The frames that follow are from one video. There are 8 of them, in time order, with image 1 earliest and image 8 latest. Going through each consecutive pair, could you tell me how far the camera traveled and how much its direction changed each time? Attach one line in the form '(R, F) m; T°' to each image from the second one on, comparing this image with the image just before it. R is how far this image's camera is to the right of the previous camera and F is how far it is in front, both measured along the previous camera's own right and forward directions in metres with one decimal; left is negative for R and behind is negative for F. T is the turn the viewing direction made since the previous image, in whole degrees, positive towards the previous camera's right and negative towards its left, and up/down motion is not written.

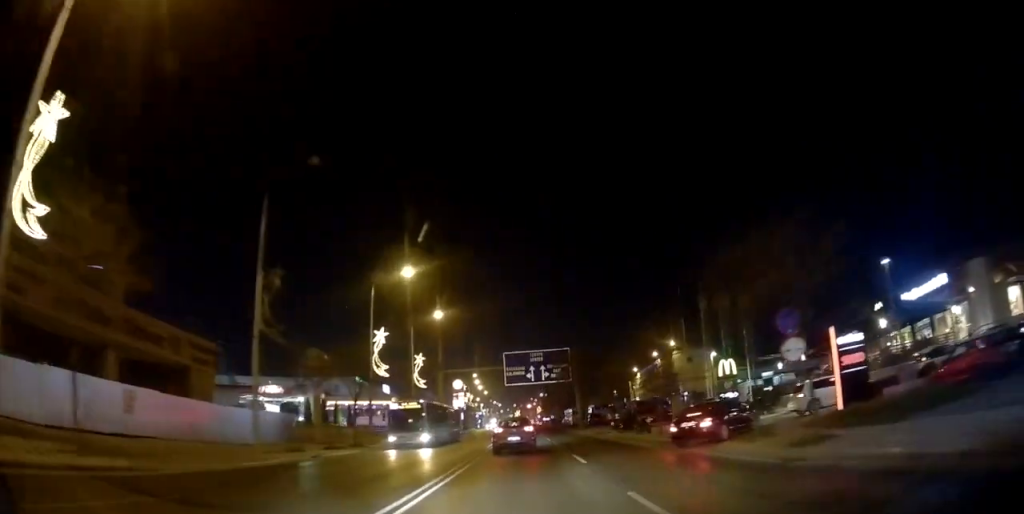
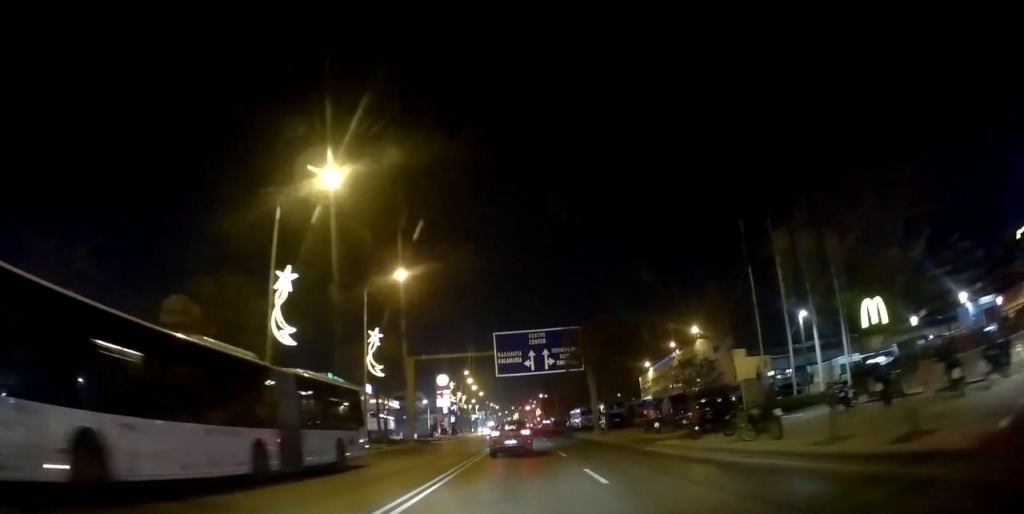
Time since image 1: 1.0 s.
(-0.2, +17.4) m; -1°
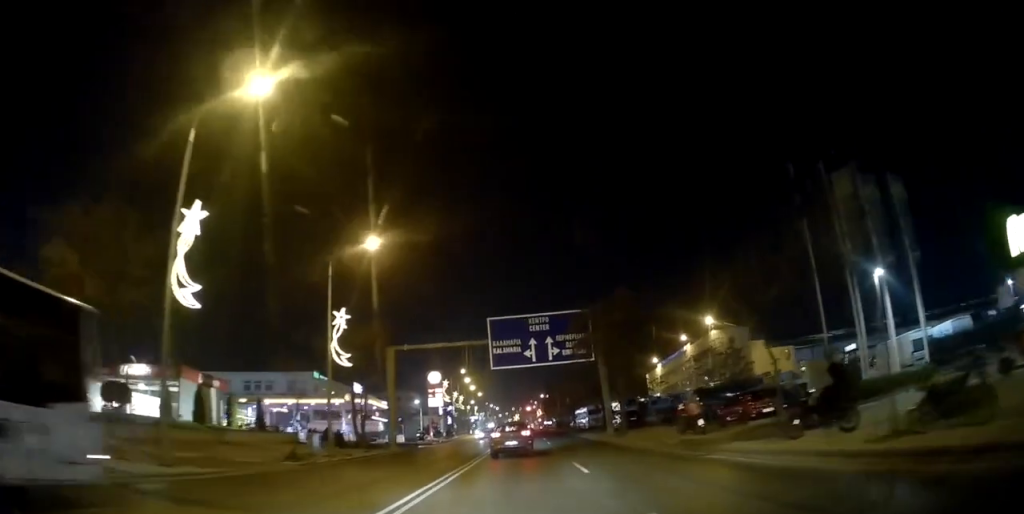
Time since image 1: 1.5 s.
(0.0, +8.0) m; 0°
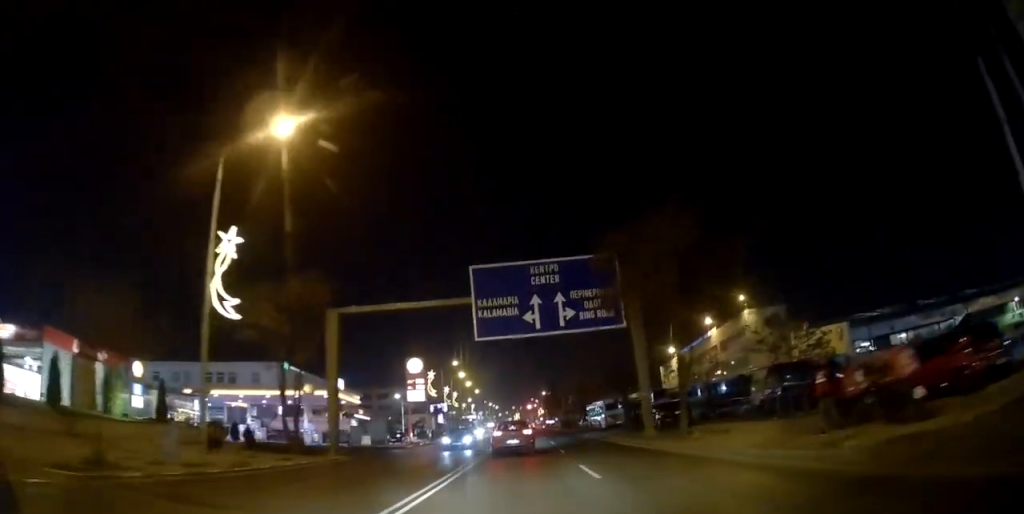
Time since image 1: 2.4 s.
(0.0, +14.0) m; -1°
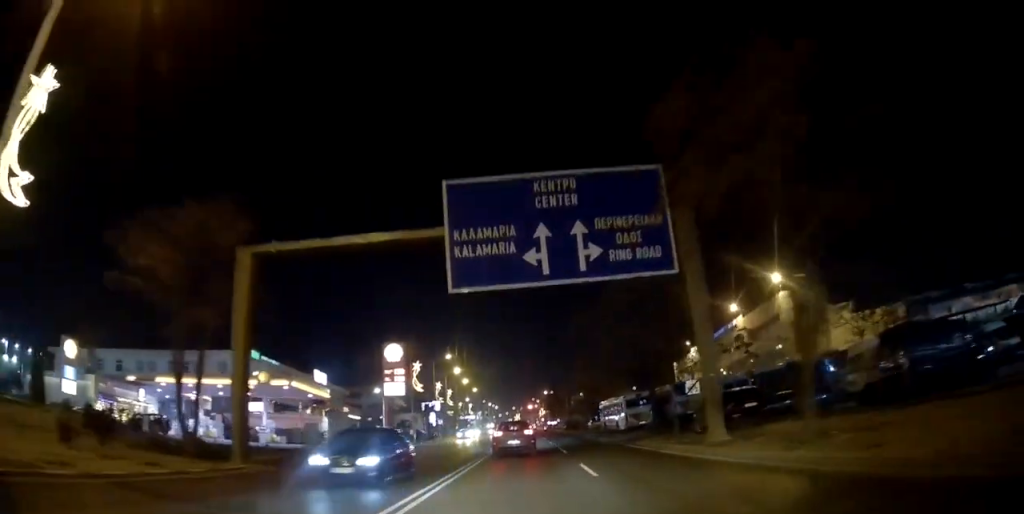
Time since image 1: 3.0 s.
(0.0, +10.5) m; 0°
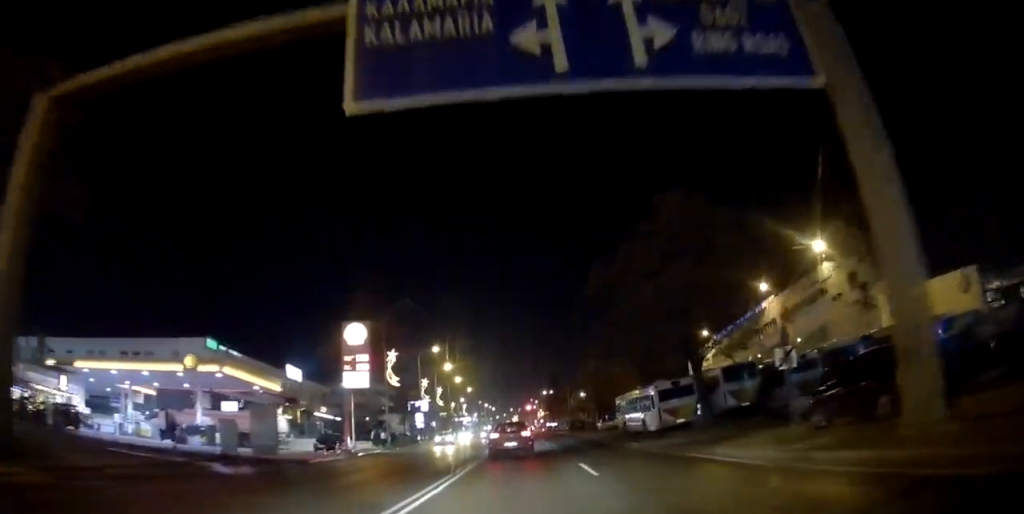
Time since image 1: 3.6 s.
(-0.3, +10.9) m; +1°
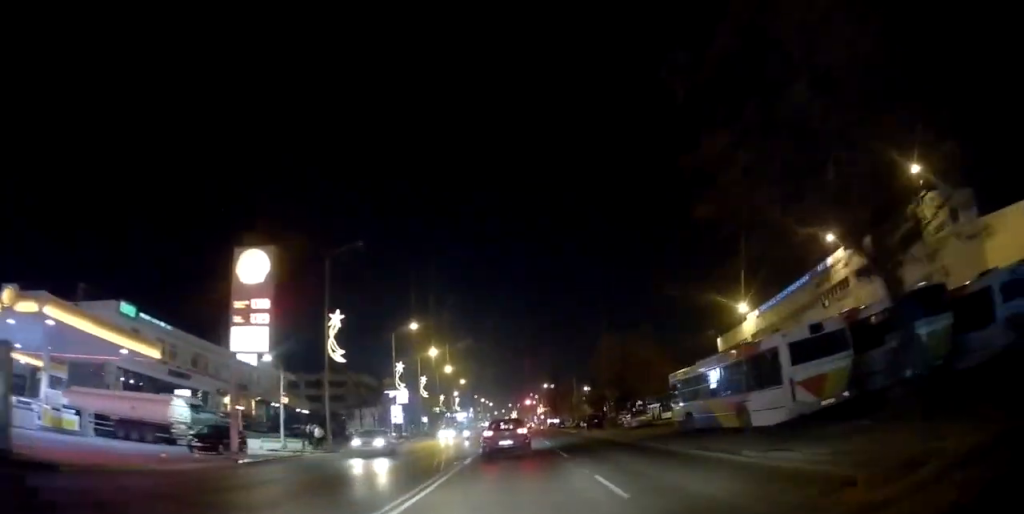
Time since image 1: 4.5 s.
(+0.5, +16.1) m; +1°
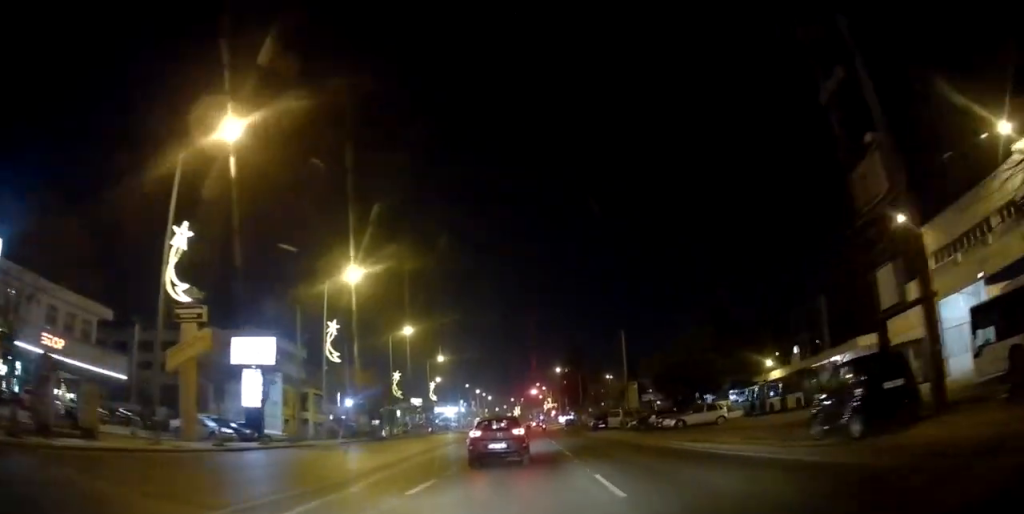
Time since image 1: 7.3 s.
(-1.2, +48.3) m; -1°
